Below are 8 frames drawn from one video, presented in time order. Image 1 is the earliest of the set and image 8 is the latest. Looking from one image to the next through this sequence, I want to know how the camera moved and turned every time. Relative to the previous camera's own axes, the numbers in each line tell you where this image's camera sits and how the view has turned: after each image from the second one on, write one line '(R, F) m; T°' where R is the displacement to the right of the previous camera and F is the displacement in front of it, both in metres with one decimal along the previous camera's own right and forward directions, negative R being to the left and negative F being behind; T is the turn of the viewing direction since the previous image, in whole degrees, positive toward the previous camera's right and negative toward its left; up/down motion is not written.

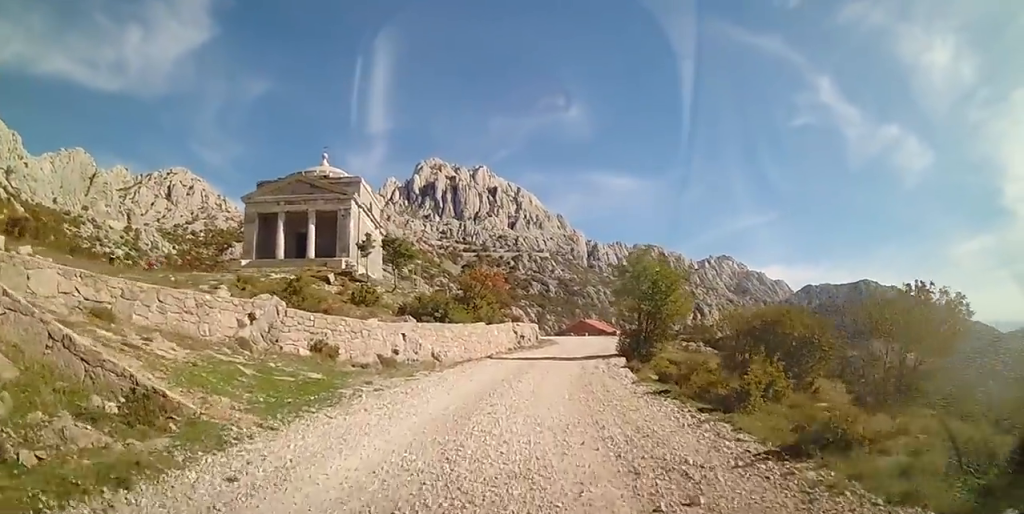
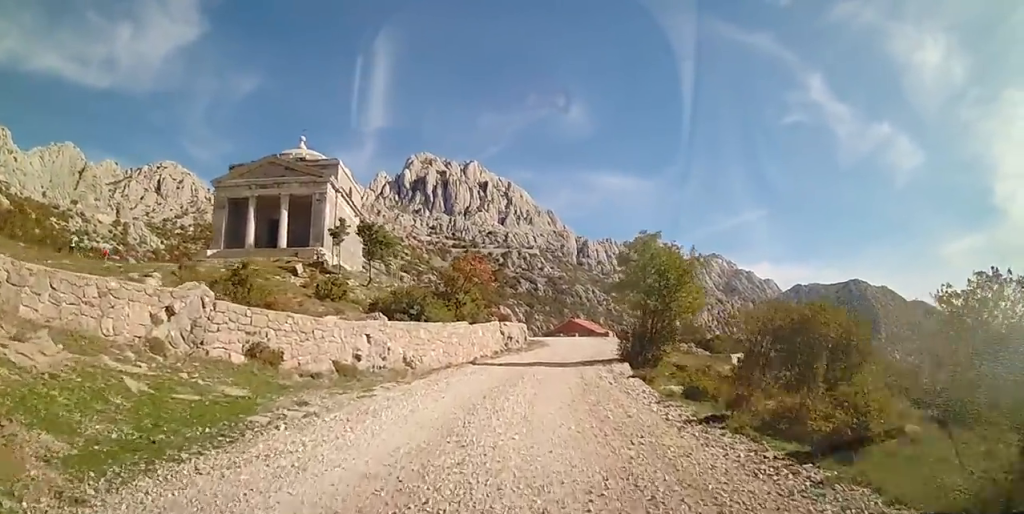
(0.0, +3.1) m; +1°
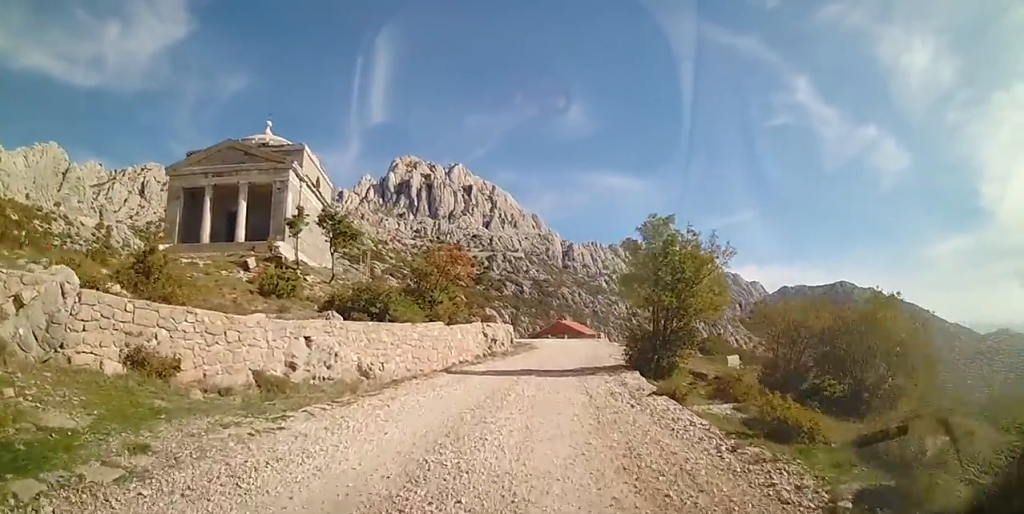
(0.0, +3.7) m; 0°
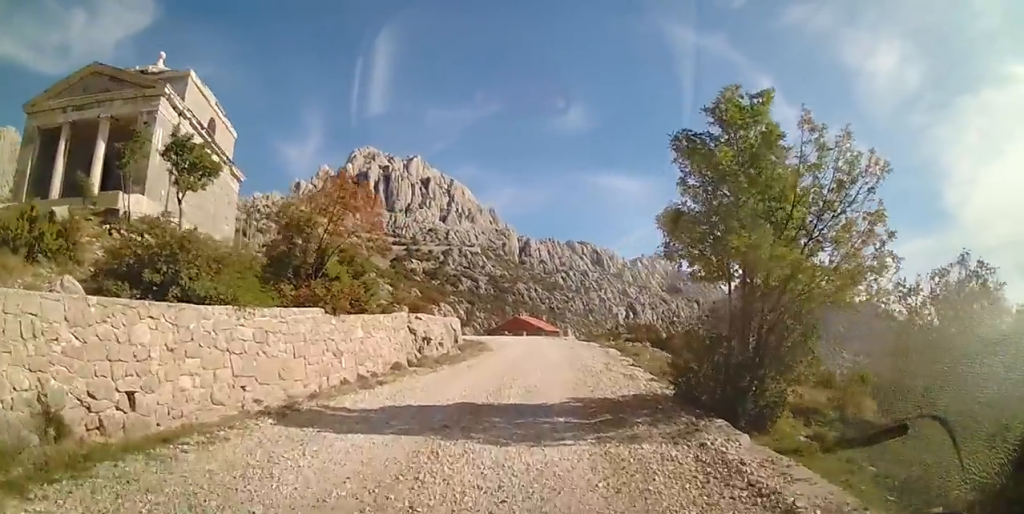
(+0.9, +9.1) m; +11°
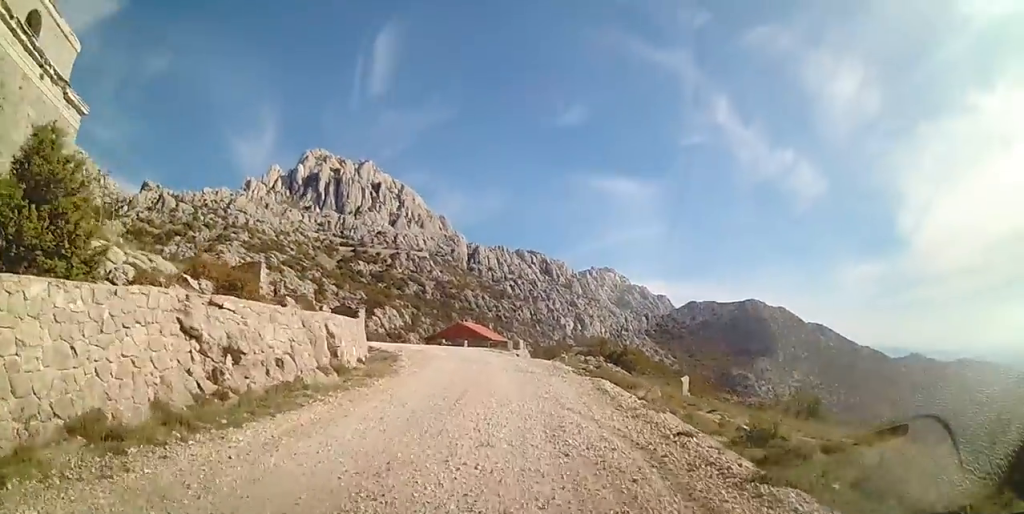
(0.0, +10.7) m; -3°
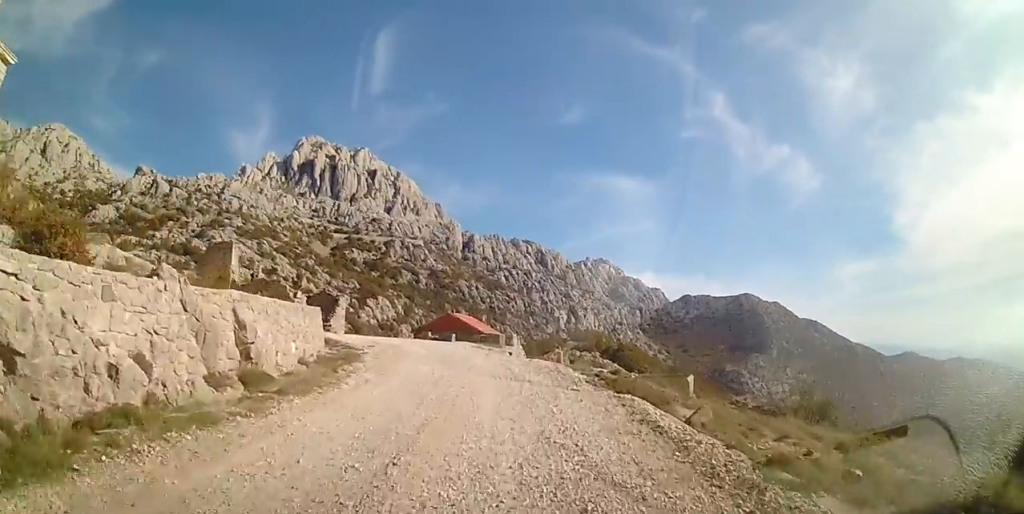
(-0.2, +4.8) m; +1°
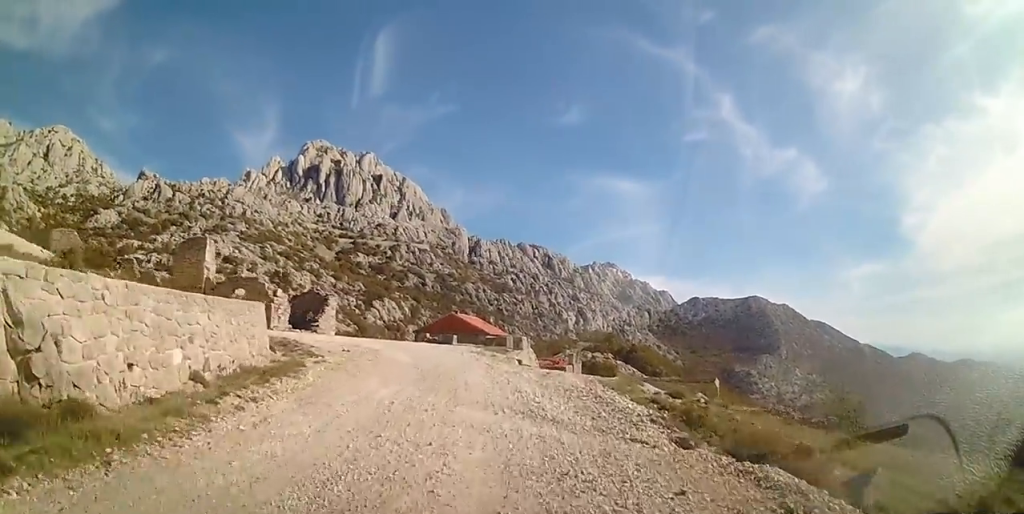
(+0.4, +5.6) m; +3°
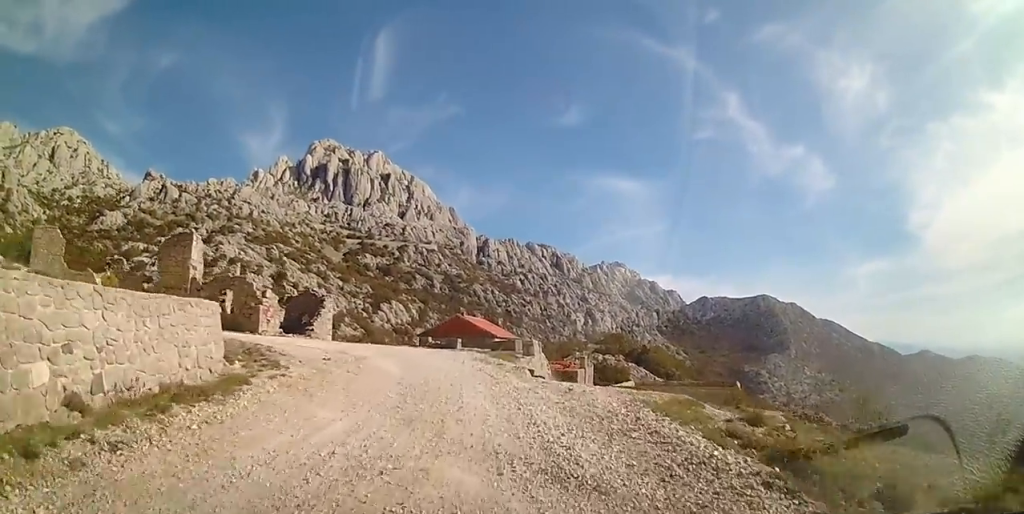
(+0.1, +3.3) m; -4°
